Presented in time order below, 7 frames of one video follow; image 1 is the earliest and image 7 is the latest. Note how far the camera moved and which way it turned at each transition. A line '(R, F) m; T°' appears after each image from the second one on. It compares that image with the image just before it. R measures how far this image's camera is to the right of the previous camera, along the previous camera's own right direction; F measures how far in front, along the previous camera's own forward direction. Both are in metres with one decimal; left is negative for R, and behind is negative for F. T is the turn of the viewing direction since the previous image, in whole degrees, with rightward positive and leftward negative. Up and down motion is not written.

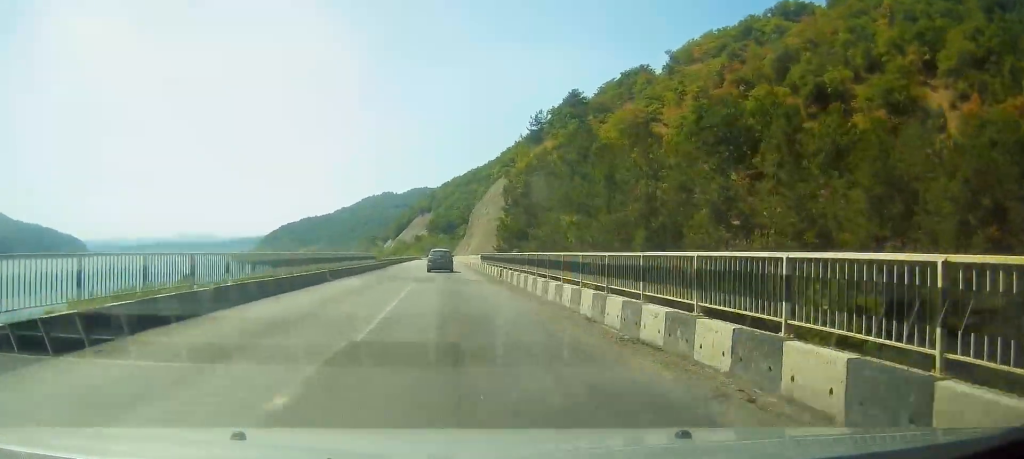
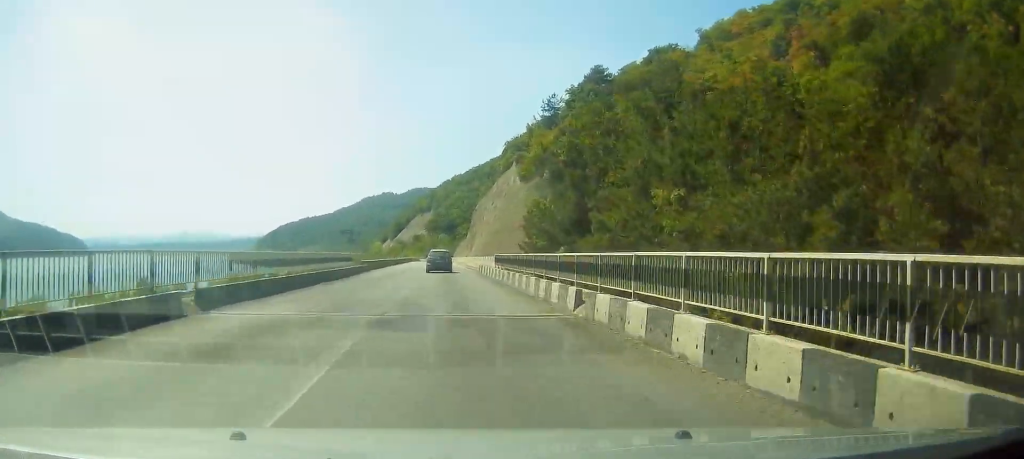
(0.0, +17.2) m; 0°
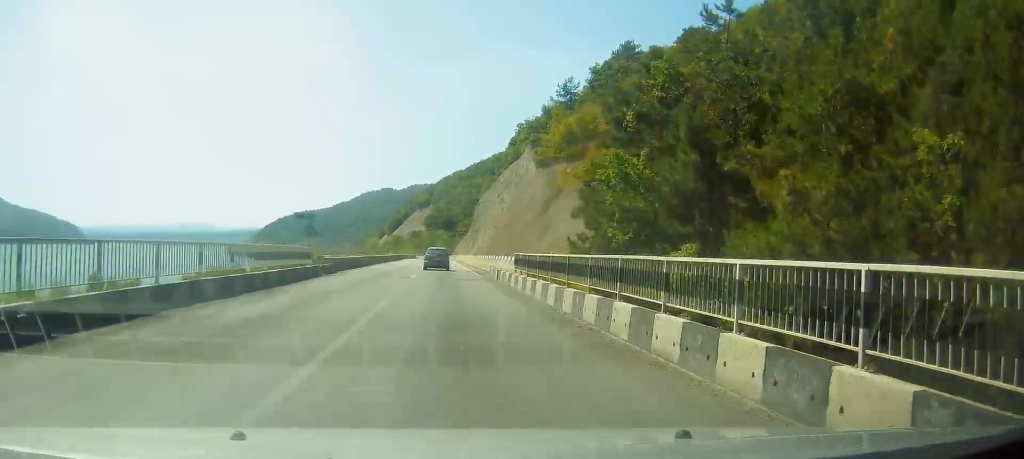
(0.0, +14.3) m; 0°
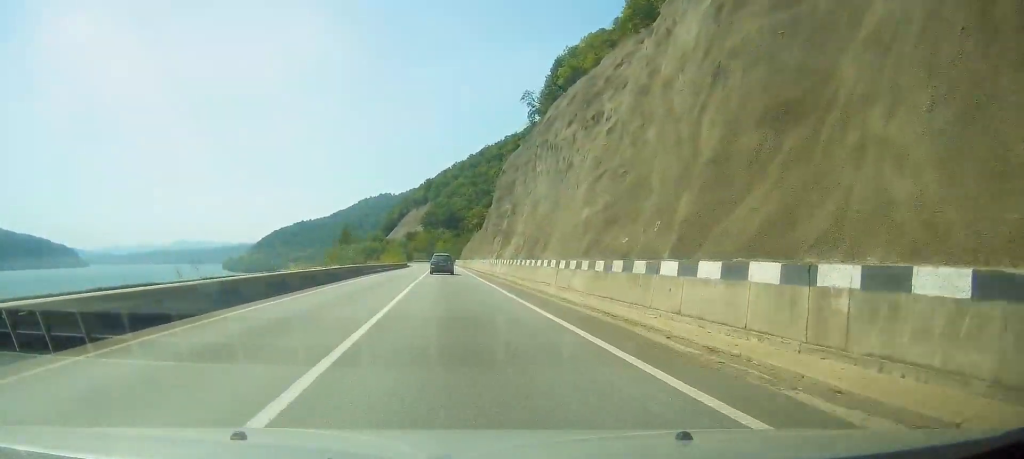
(0.0, +63.4) m; 0°
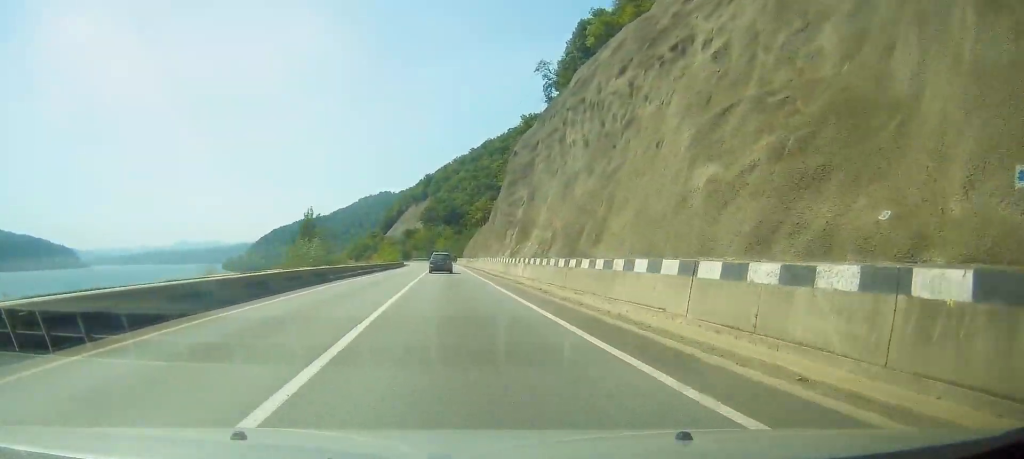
(0.0, +14.4) m; 0°
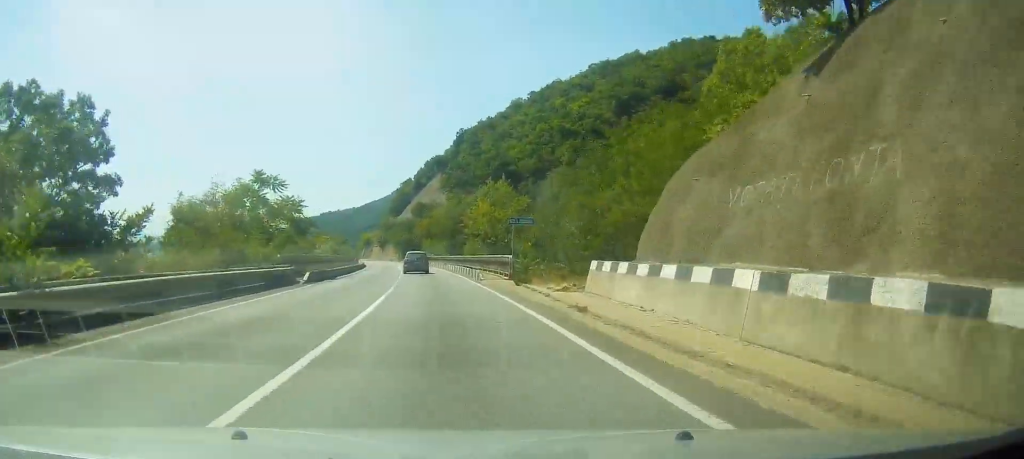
(-1.8, +116.5) m; -4°
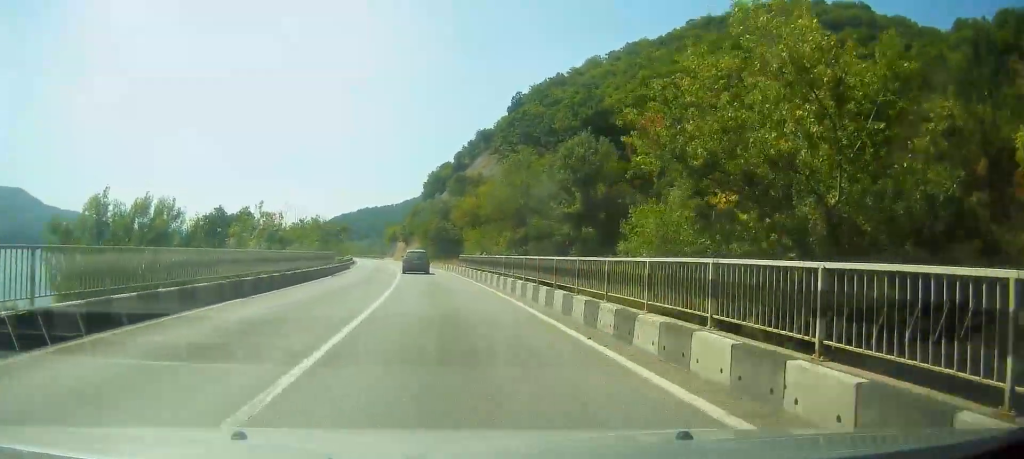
(-1.5, +48.9) m; -4°
